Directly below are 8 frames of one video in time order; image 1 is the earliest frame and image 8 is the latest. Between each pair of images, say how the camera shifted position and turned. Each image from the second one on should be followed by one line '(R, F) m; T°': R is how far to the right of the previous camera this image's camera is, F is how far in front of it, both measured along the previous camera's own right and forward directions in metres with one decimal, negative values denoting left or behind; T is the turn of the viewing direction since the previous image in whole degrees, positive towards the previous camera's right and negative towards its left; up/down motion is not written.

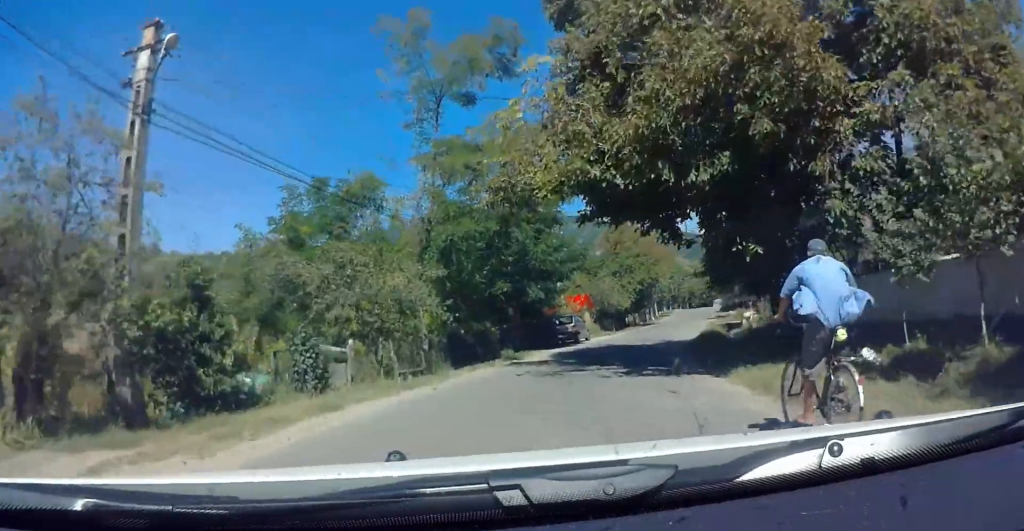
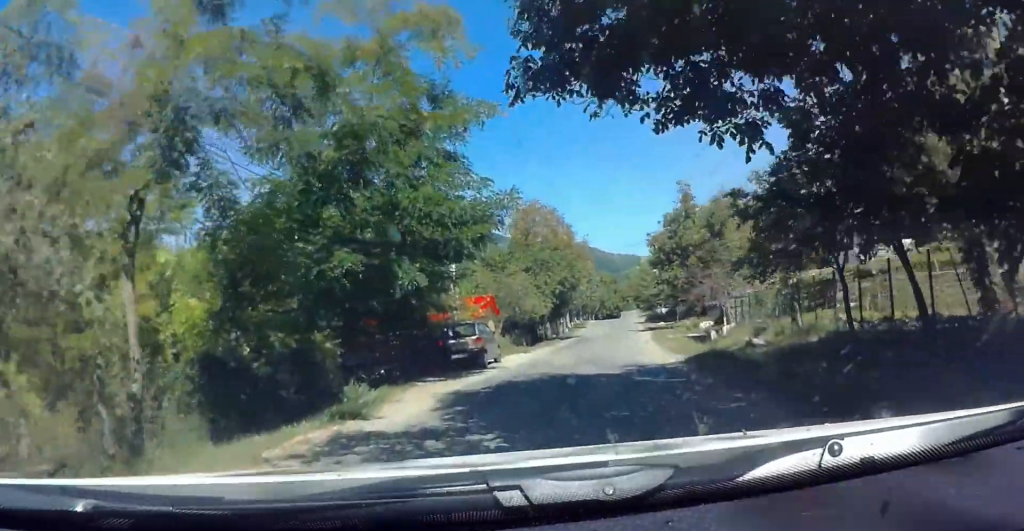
(+0.5, +11.4) m; +9°
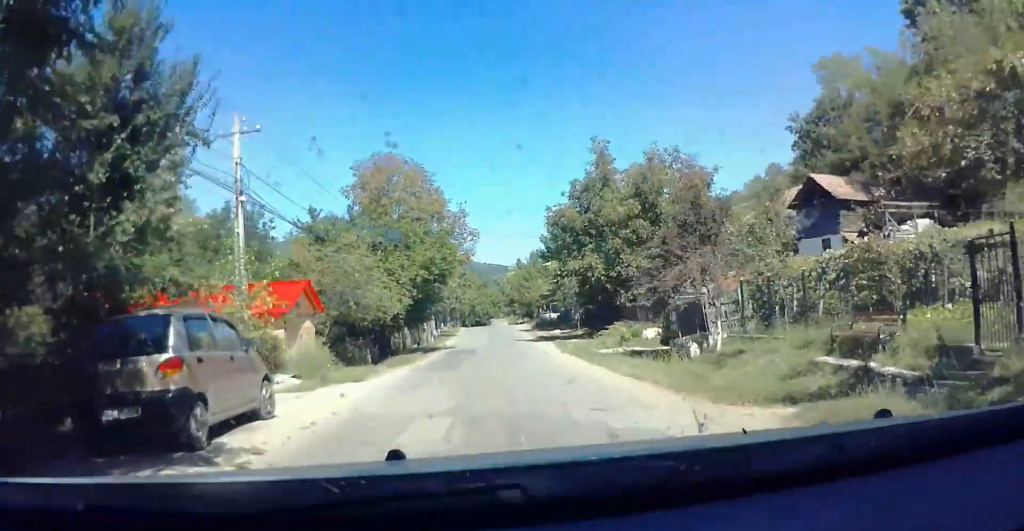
(+1.3, +12.4) m; +8°
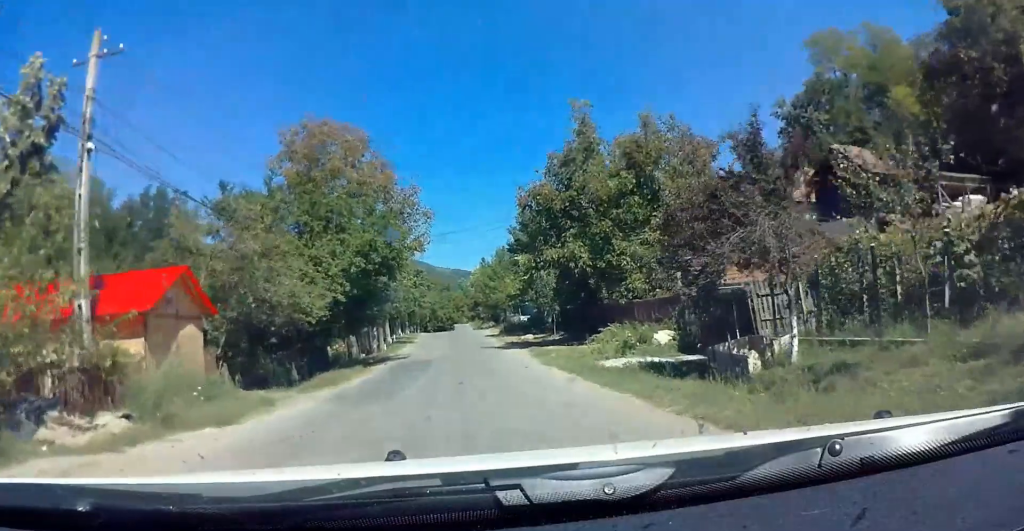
(0.0, +6.0) m; -1°
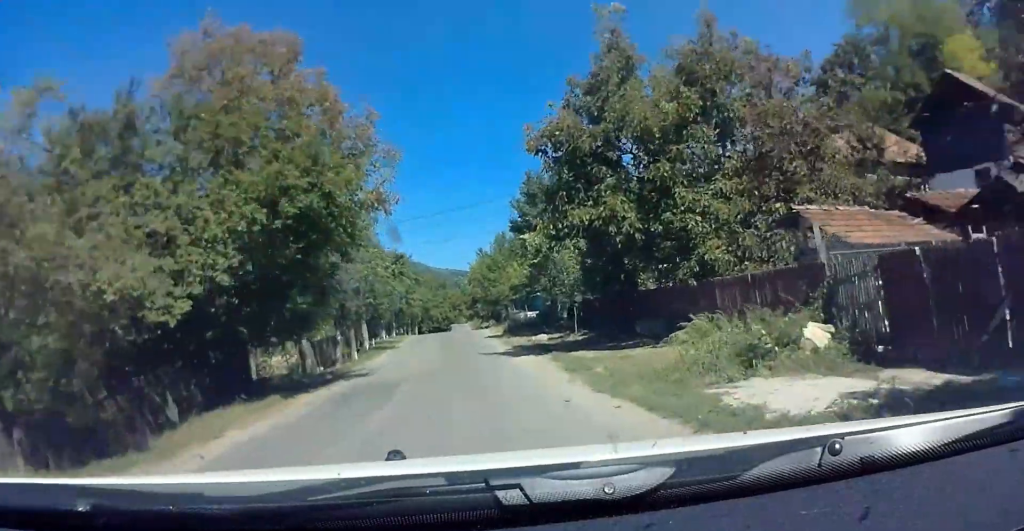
(-0.1, +8.7) m; -1°
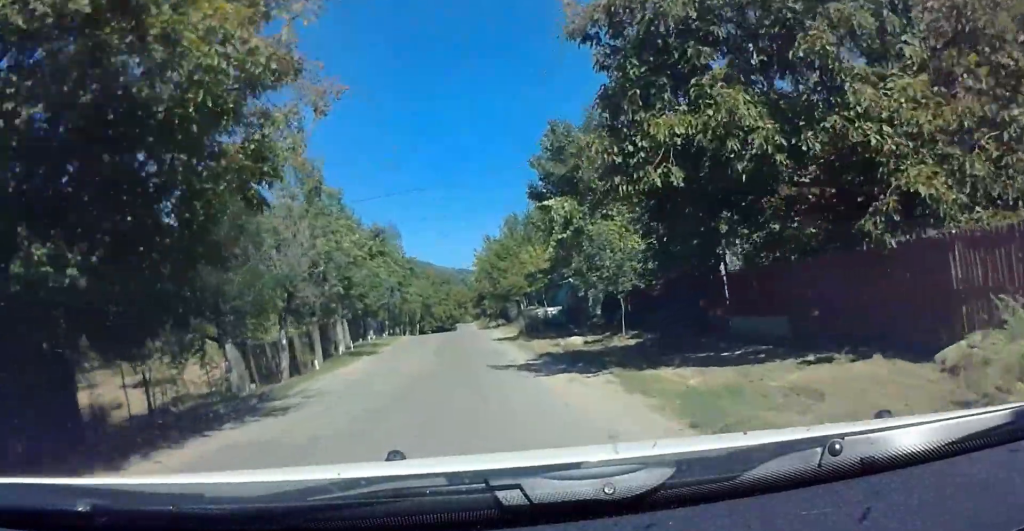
(-0.2, +8.7) m; 0°
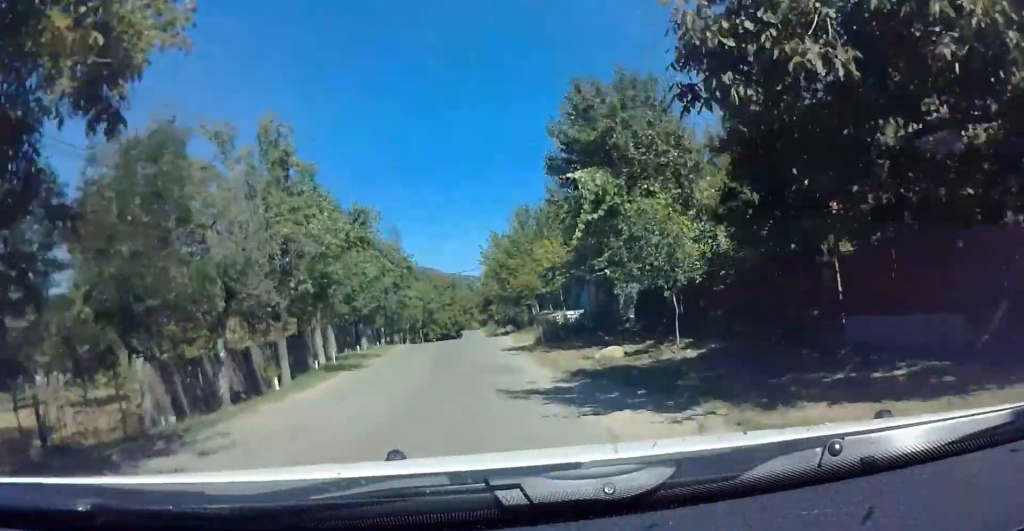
(0.0, +5.3) m; +1°
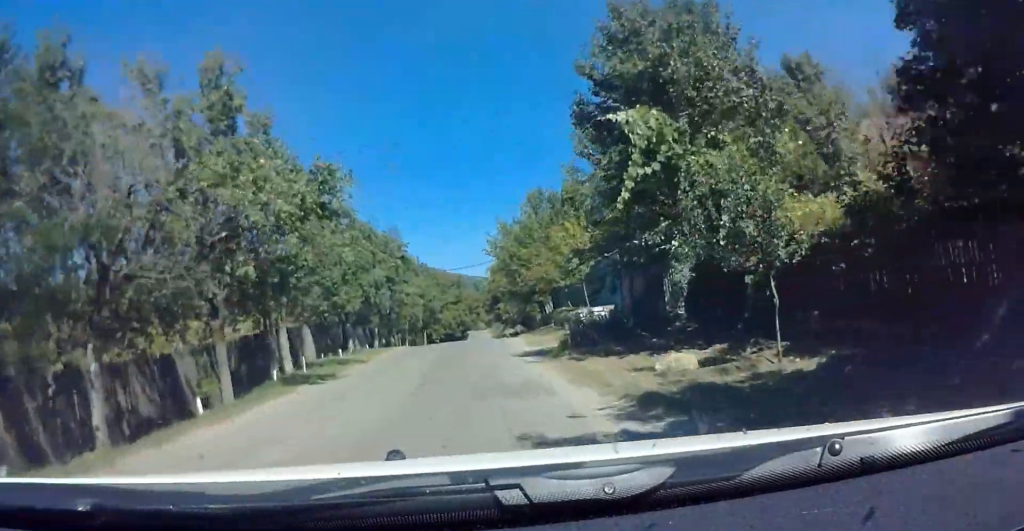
(0.0, +5.4) m; +1°
